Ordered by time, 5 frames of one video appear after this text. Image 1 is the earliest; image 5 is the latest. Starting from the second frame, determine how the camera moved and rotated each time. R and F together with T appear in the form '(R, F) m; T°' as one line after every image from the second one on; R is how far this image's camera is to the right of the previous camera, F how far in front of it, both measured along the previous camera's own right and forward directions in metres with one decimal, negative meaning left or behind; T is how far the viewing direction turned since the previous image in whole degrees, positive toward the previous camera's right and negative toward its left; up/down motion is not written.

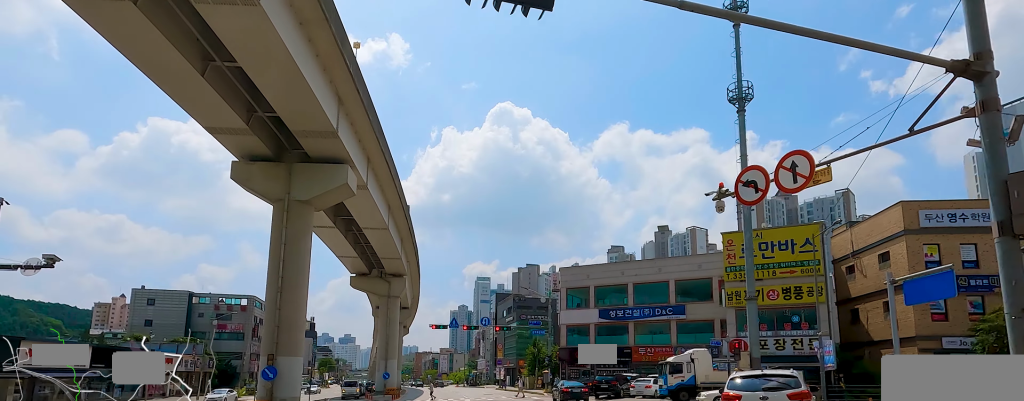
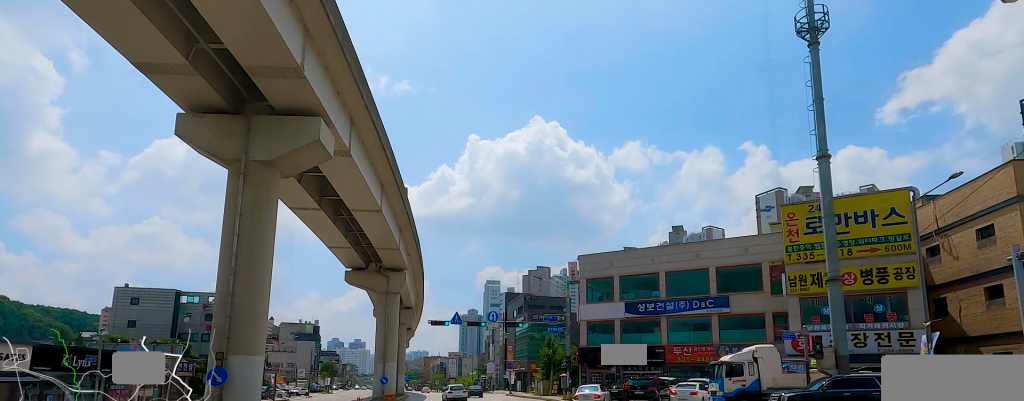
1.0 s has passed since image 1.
(-0.3, +5.1) m; -5°
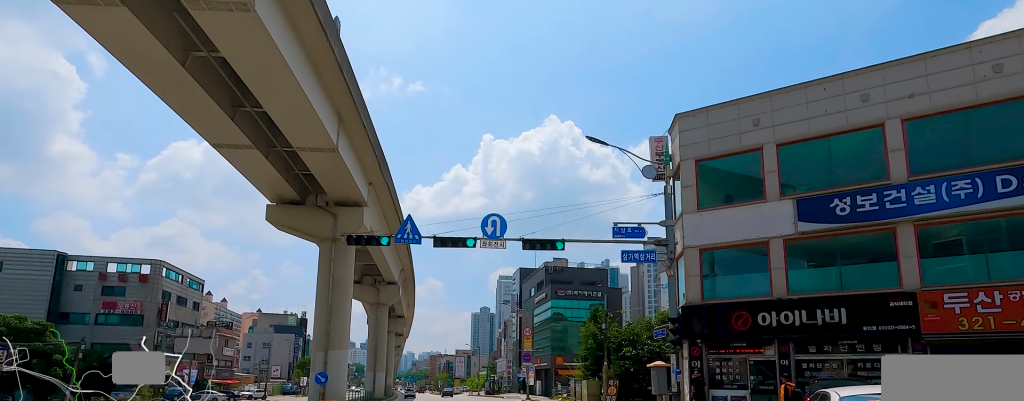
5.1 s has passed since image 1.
(-4.1, +30.1) m; -18°
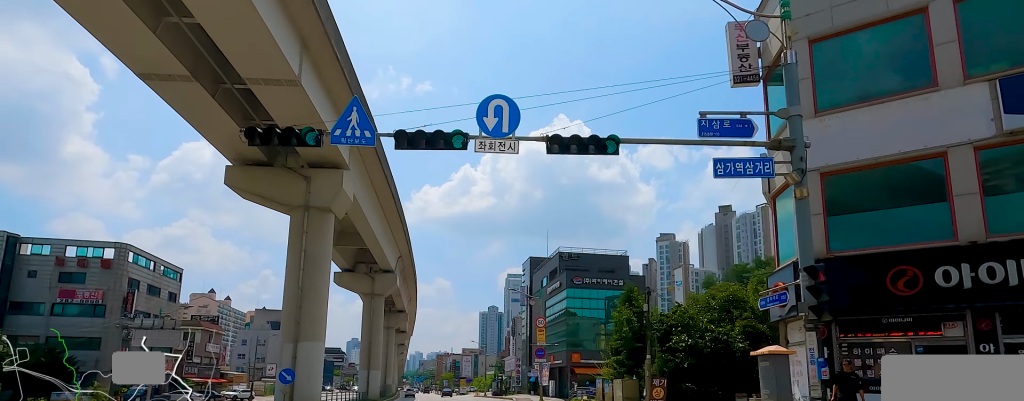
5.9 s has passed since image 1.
(-0.7, +8.6) m; -6°
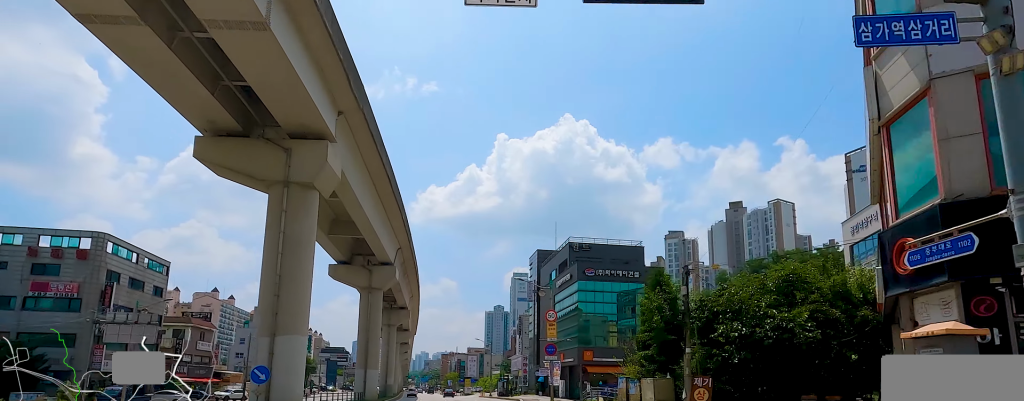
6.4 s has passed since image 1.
(-0.7, +4.7) m; -1°
